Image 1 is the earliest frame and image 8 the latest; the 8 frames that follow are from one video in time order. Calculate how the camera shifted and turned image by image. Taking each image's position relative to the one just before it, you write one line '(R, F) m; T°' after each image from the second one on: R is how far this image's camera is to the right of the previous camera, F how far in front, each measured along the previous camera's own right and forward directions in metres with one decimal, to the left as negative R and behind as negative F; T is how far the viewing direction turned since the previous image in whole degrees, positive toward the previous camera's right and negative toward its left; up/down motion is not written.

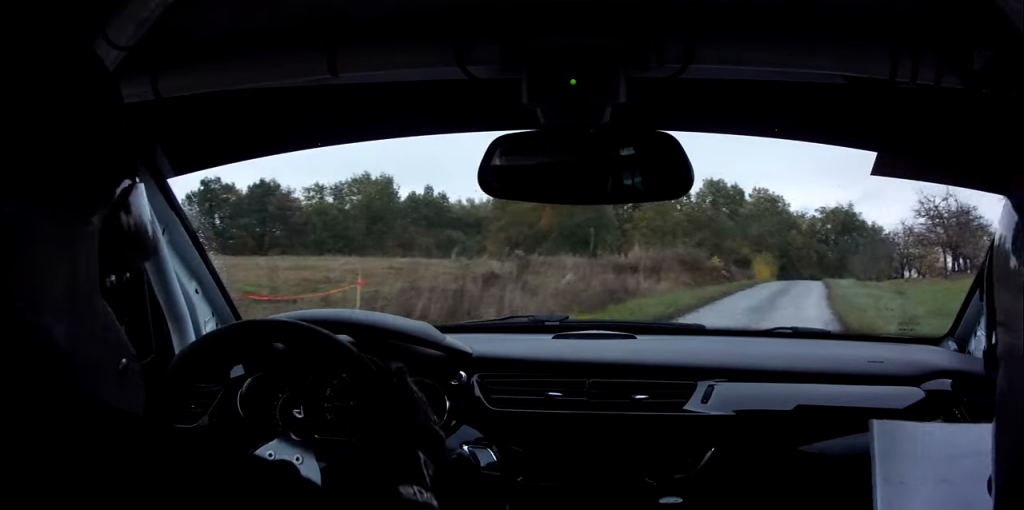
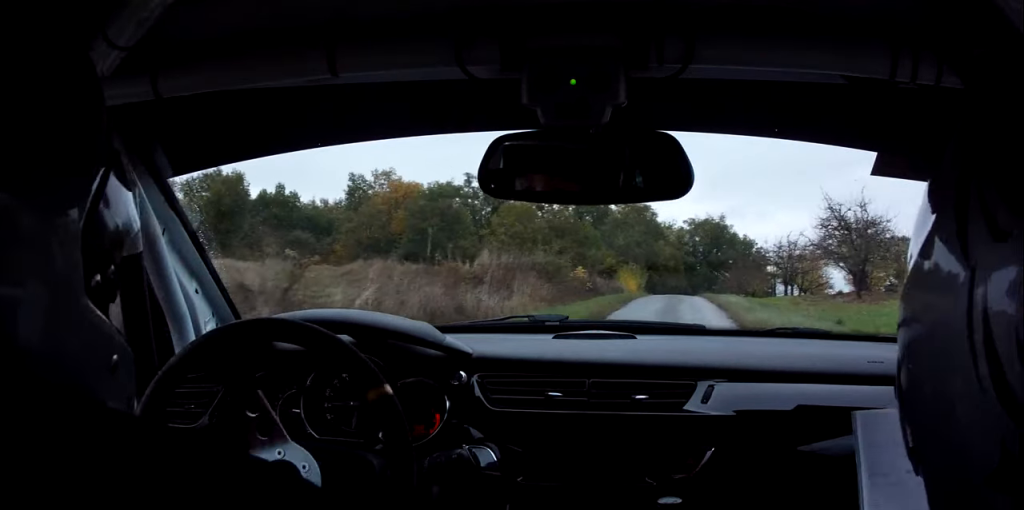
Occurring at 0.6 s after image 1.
(+0.4, +9.9) m; +3°
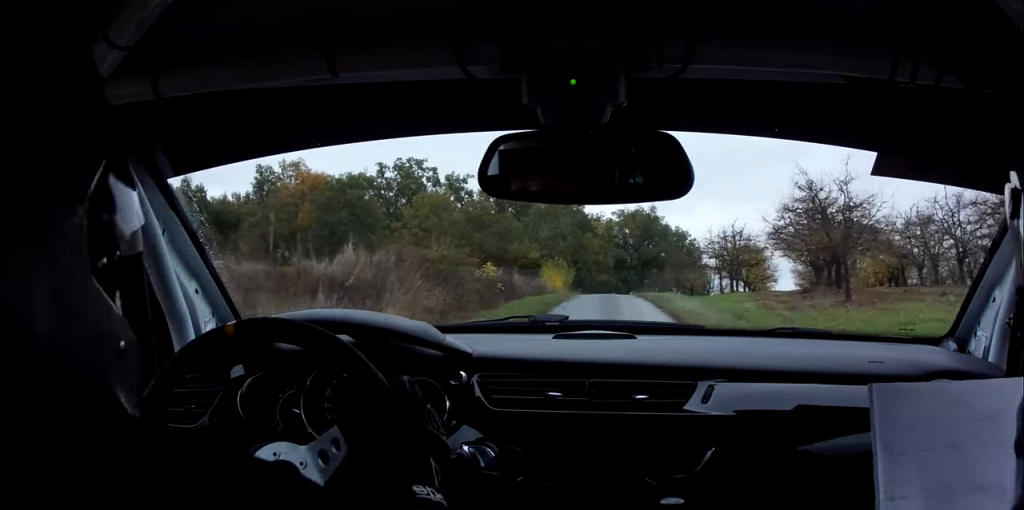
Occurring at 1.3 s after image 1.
(+0.1, +10.2) m; +1°
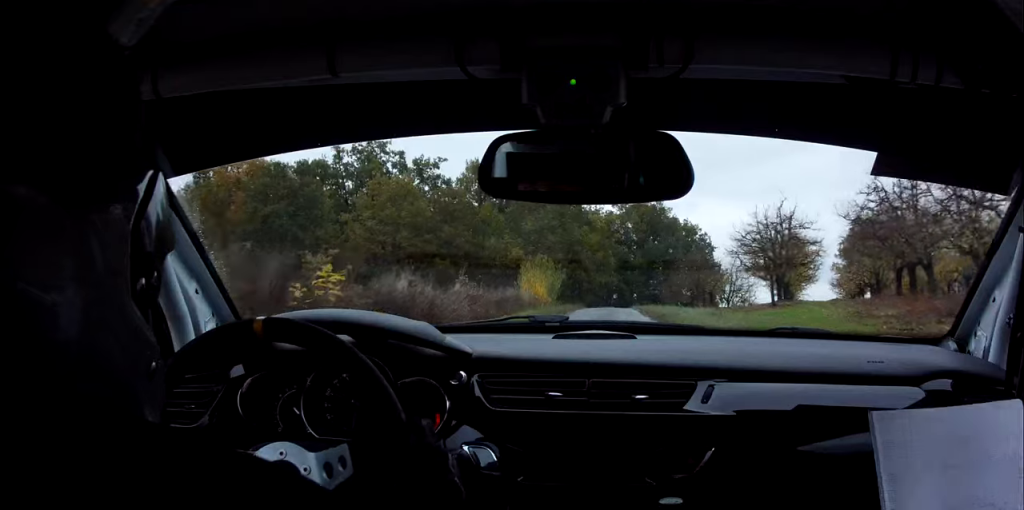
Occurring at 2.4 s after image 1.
(0.0, +20.3) m; -1°
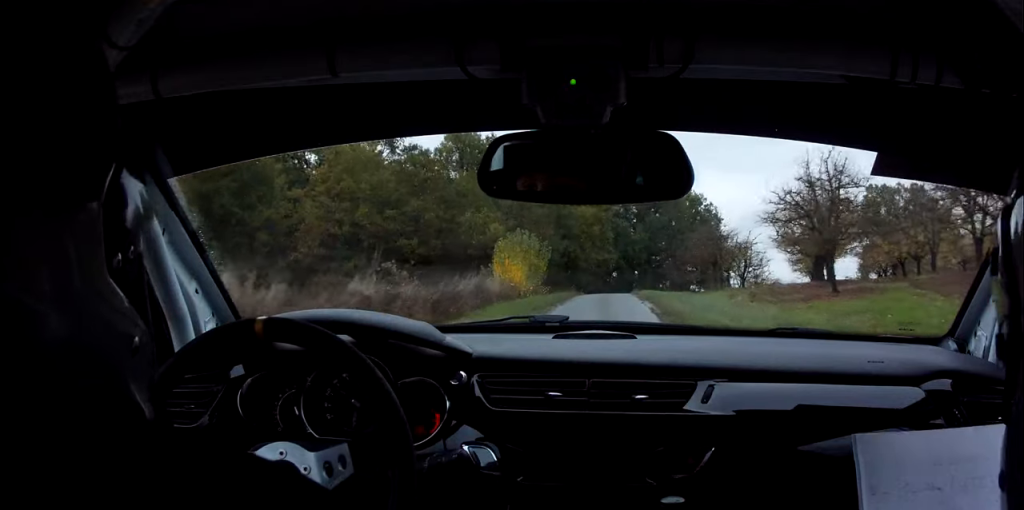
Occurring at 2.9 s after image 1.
(-0.2, +11.8) m; -1°
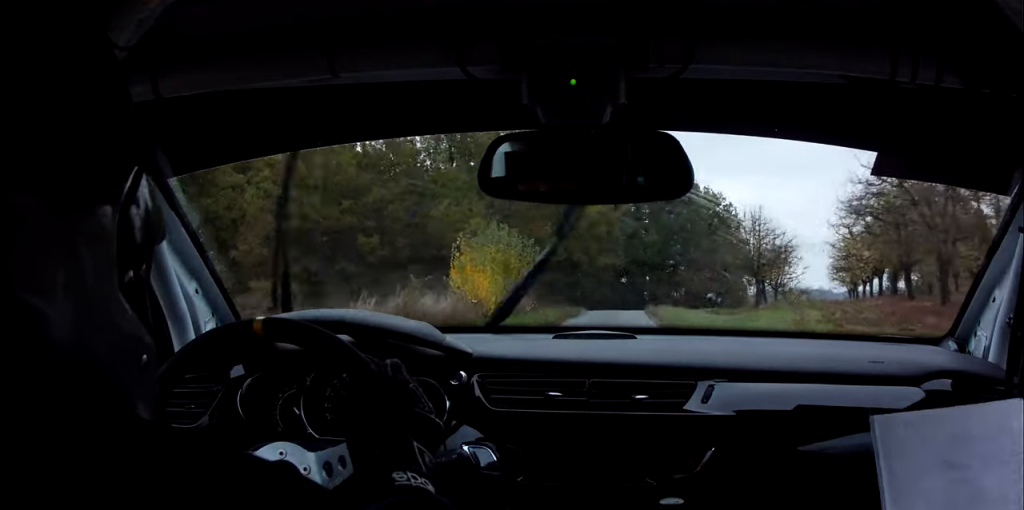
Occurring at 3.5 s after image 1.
(-0.1, +13.0) m; -1°
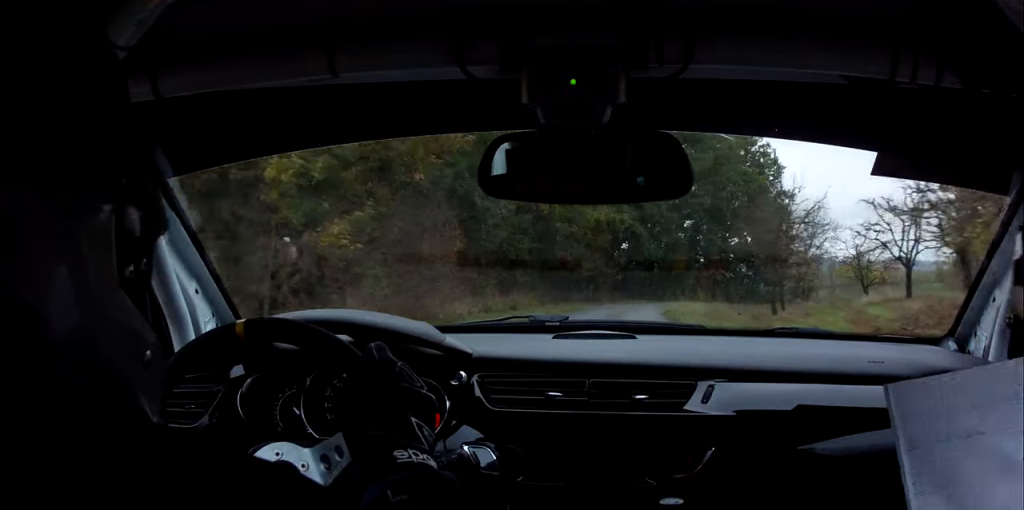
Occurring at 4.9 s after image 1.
(-0.3, +31.7) m; +1°
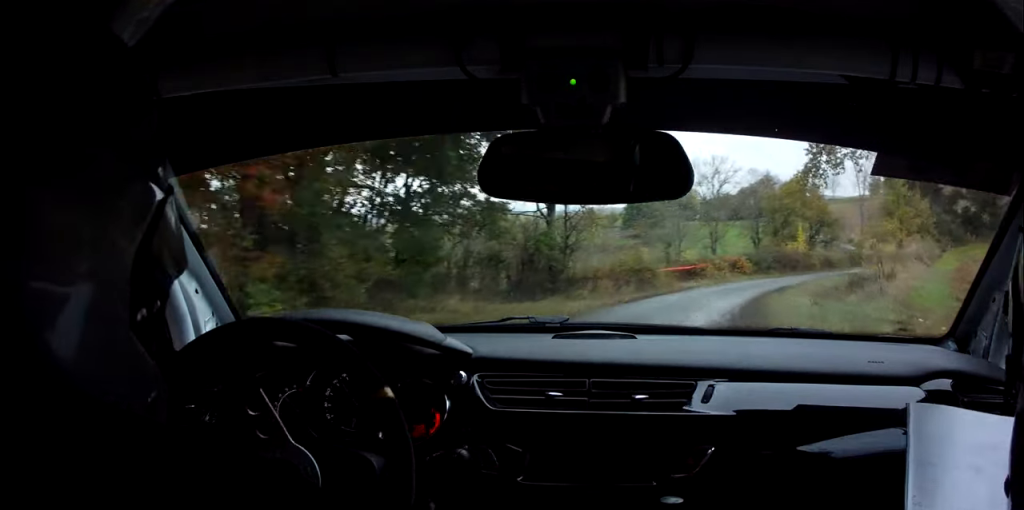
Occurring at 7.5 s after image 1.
(+9.5, +60.0) m; +24°
